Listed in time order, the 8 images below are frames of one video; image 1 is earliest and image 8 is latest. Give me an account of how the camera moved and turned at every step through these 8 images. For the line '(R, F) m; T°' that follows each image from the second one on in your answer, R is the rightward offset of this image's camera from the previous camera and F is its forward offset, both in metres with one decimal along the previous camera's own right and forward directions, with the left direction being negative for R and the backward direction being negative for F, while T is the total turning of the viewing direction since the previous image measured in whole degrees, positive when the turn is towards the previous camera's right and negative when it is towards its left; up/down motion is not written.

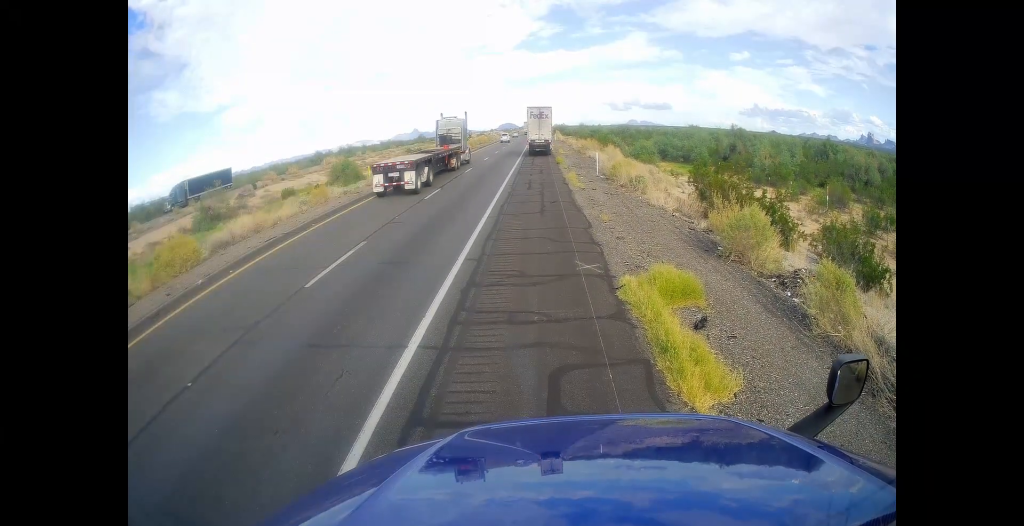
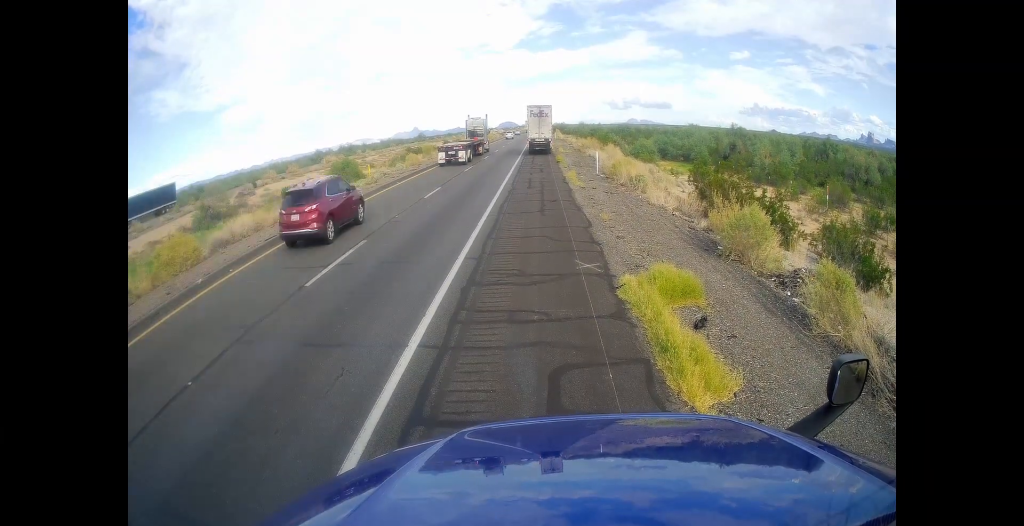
(0.0, 0.0) m; 0°
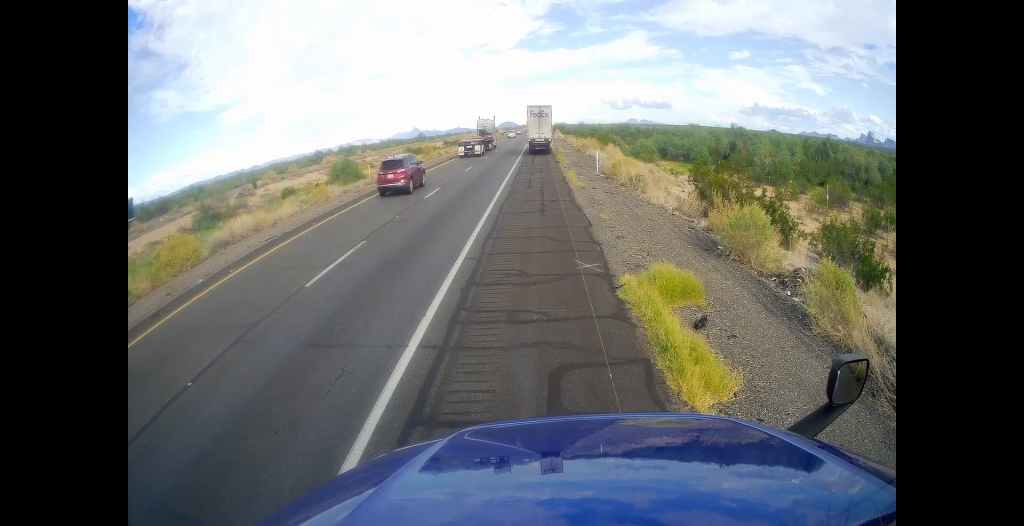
(0.0, 0.0) m; 0°
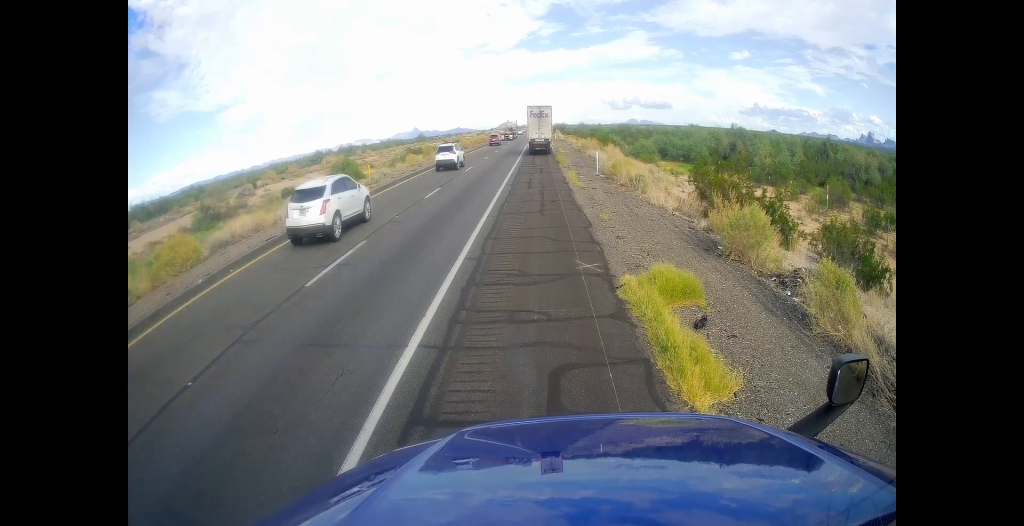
(0.0, 0.0) m; 0°
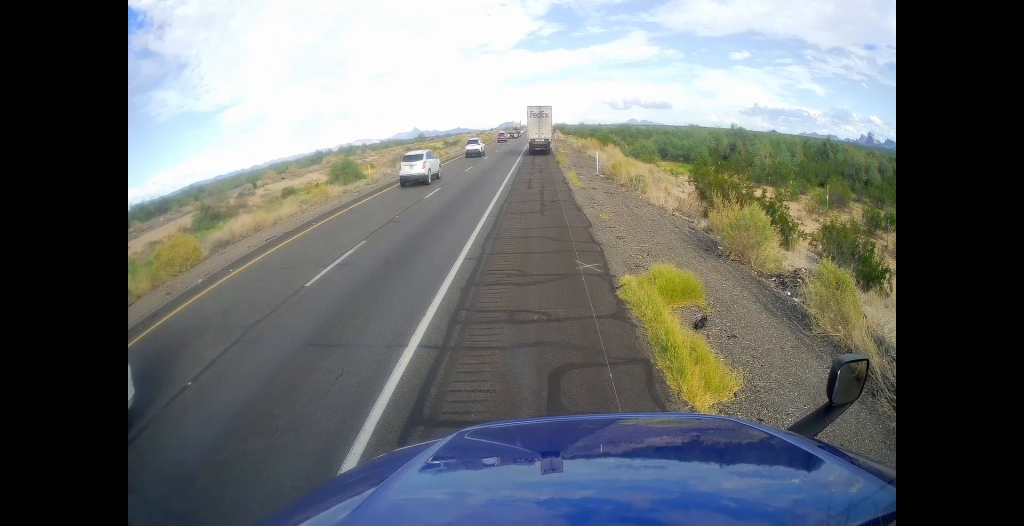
(0.0, 0.0) m; 0°
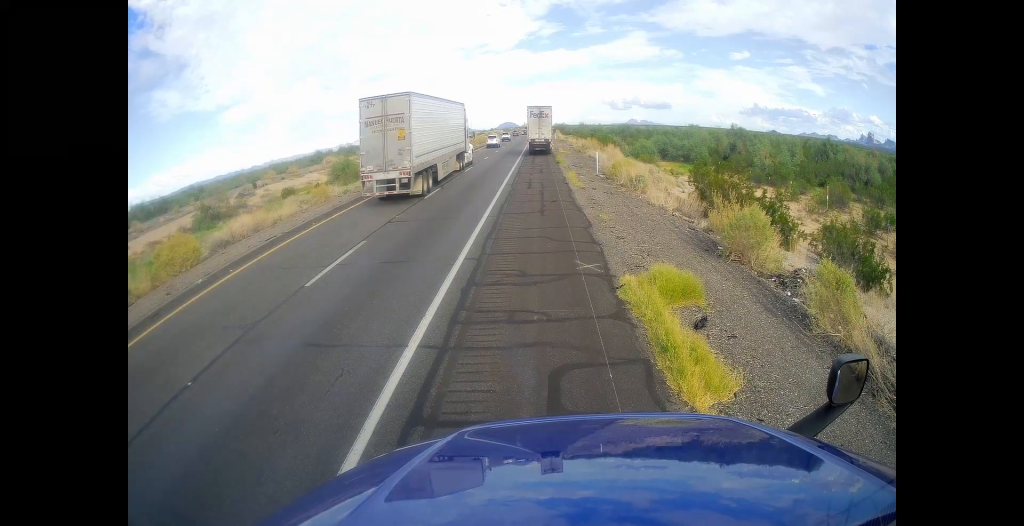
(0.0, 0.0) m; 0°
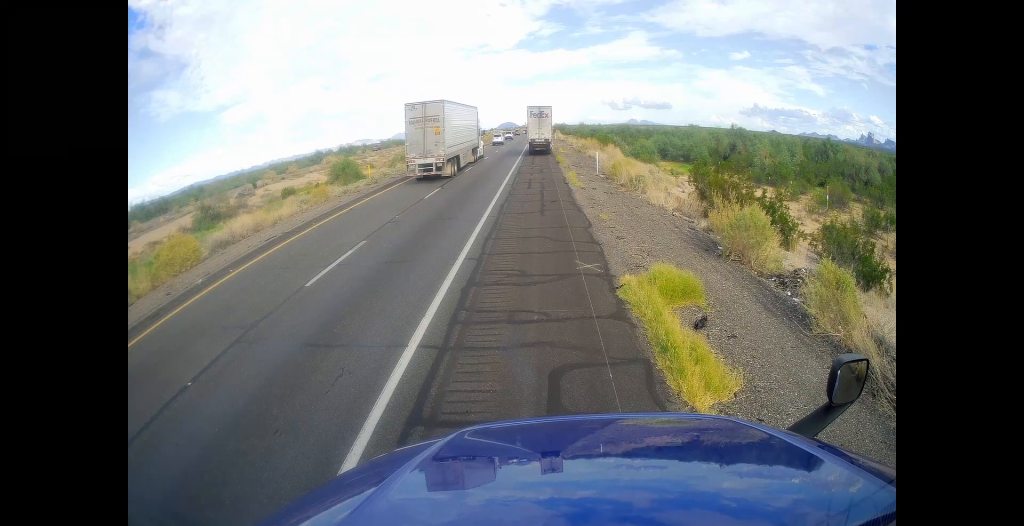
(0.0, 0.0) m; 0°
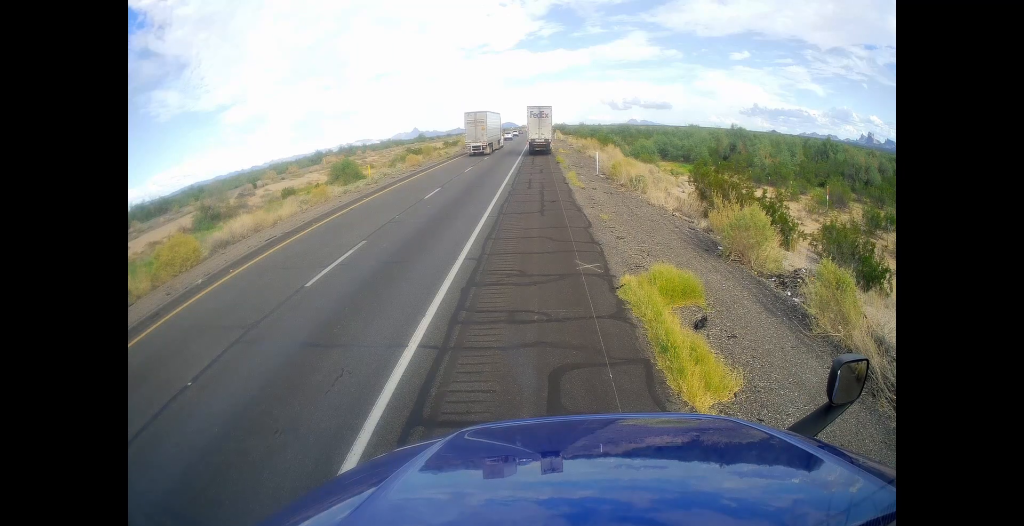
(0.0, 0.0) m; 0°
